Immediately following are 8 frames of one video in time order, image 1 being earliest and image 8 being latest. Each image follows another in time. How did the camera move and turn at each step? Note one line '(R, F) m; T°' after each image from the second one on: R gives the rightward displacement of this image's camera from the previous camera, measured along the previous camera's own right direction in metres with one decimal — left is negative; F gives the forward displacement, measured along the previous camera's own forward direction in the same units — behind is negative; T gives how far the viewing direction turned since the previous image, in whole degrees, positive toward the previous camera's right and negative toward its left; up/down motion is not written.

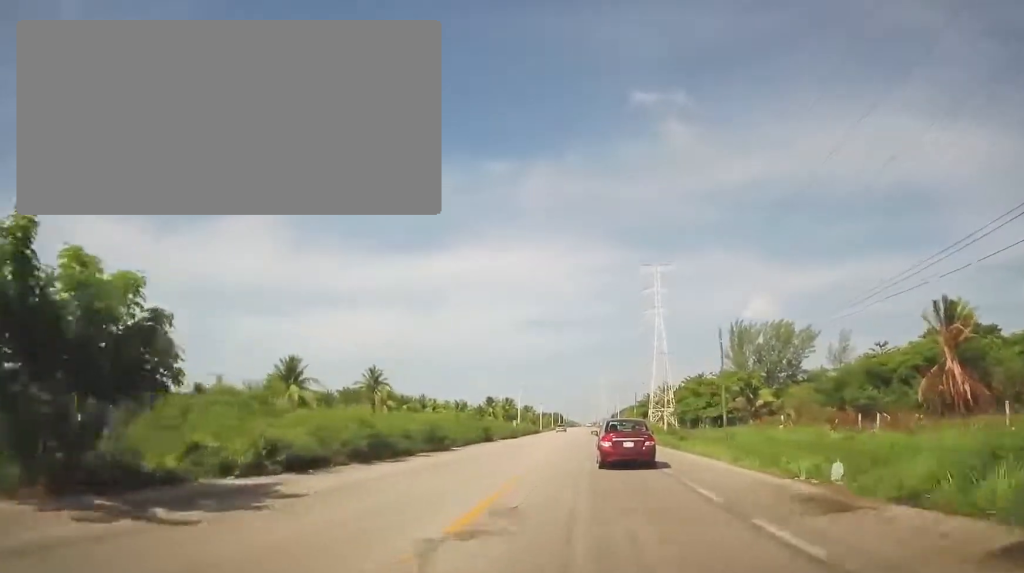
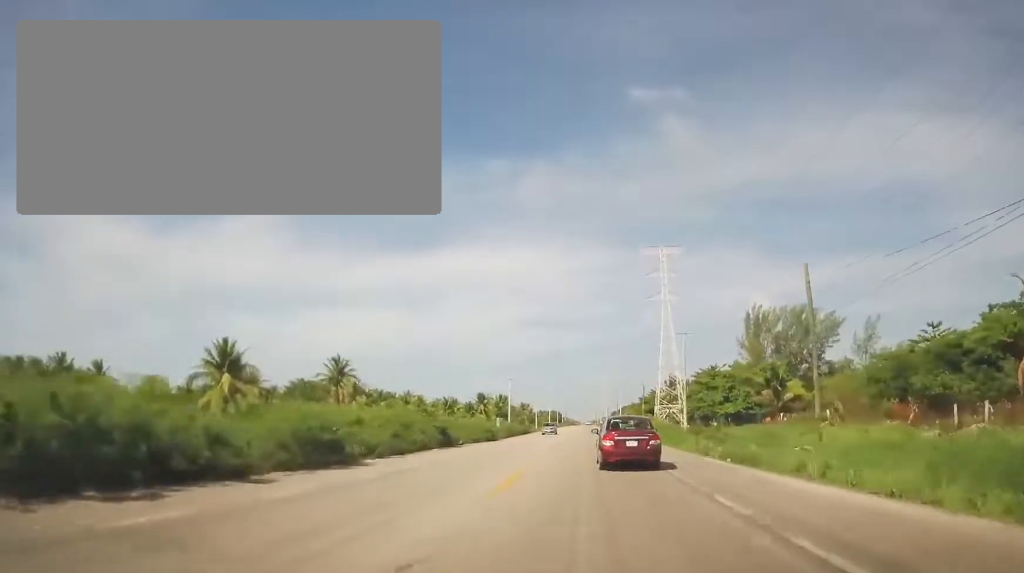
(+0.1, +13.9) m; +1°
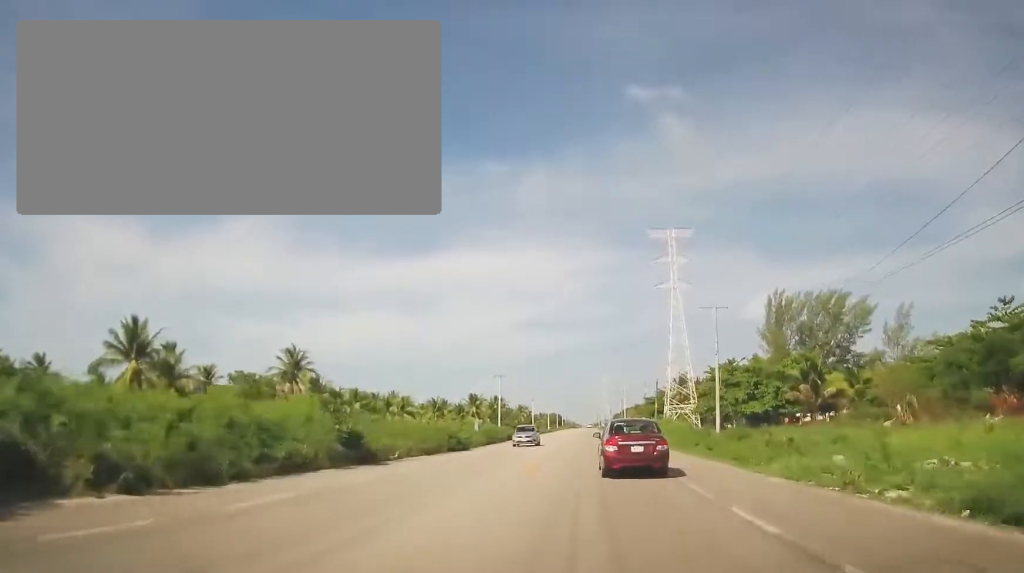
(+0.6, +13.6) m; 0°
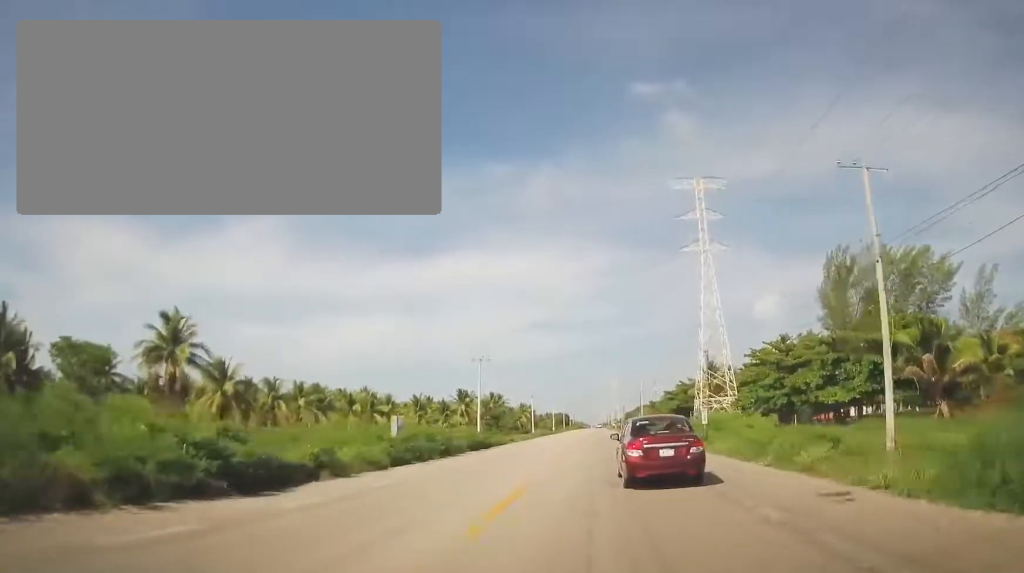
(-0.5, +24.0) m; -1°
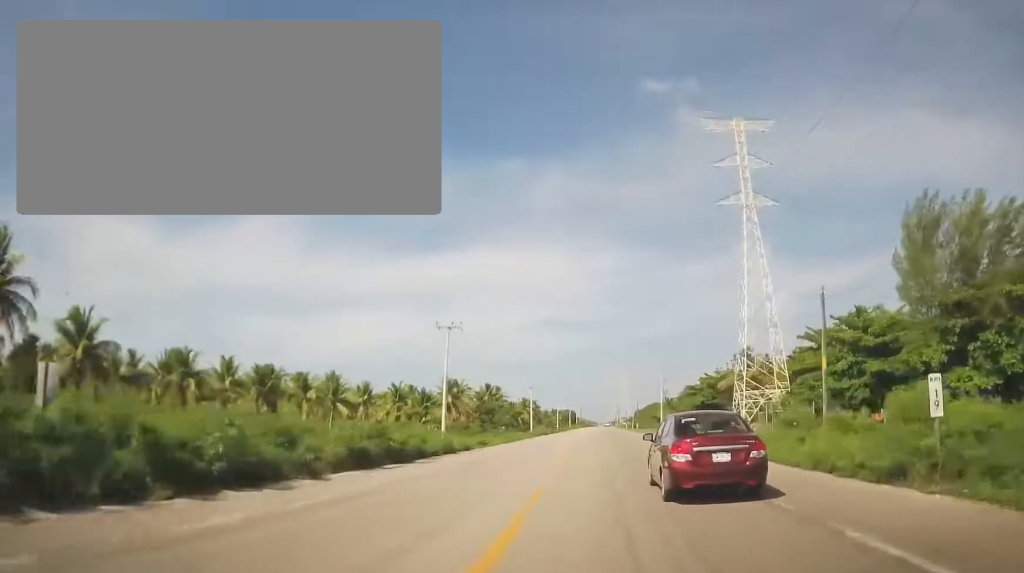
(-0.2, +19.9) m; -1°
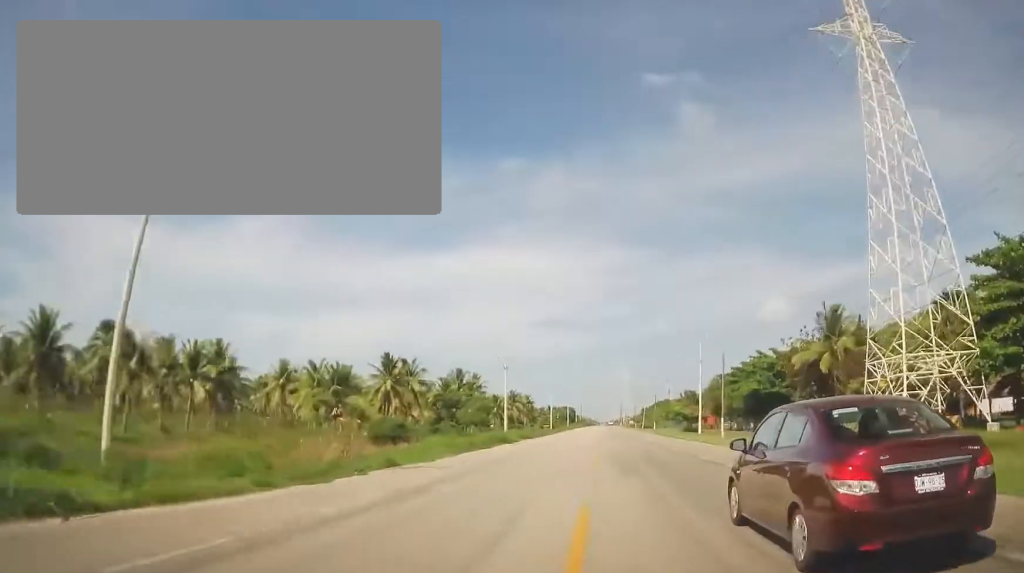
(0.0, +35.1) m; 0°
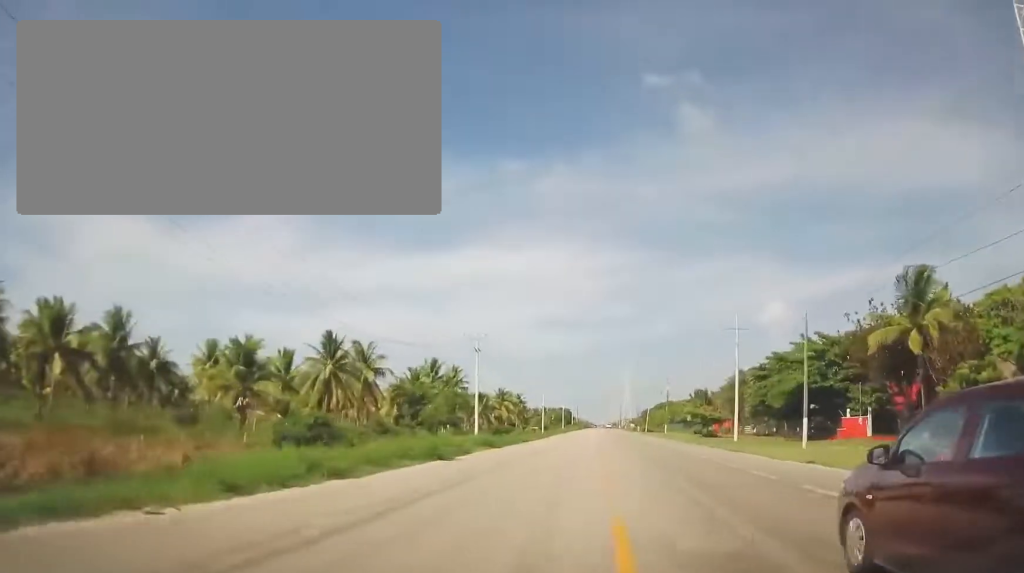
(-0.1, +17.9) m; 0°
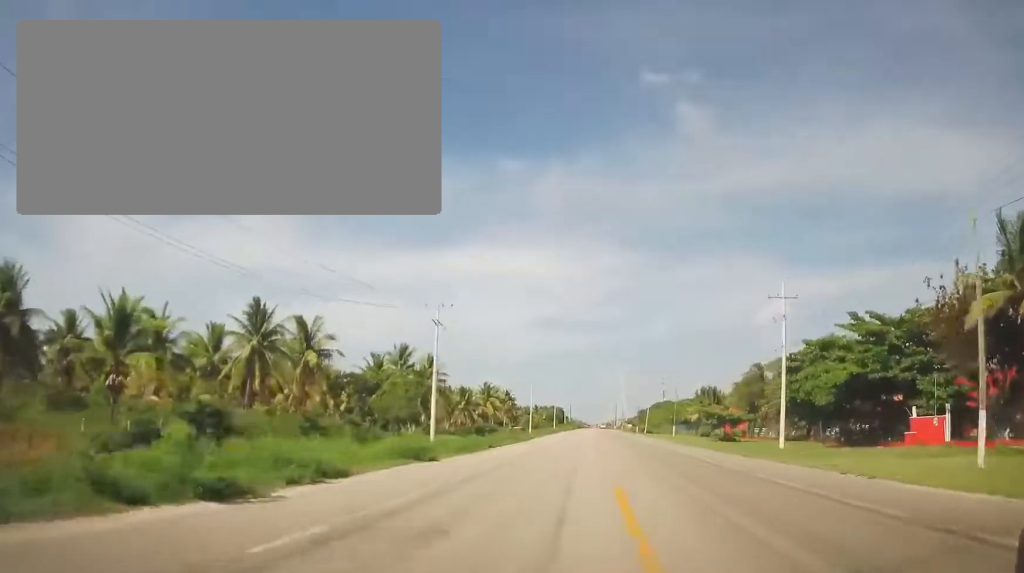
(0.0, +13.8) m; 0°
